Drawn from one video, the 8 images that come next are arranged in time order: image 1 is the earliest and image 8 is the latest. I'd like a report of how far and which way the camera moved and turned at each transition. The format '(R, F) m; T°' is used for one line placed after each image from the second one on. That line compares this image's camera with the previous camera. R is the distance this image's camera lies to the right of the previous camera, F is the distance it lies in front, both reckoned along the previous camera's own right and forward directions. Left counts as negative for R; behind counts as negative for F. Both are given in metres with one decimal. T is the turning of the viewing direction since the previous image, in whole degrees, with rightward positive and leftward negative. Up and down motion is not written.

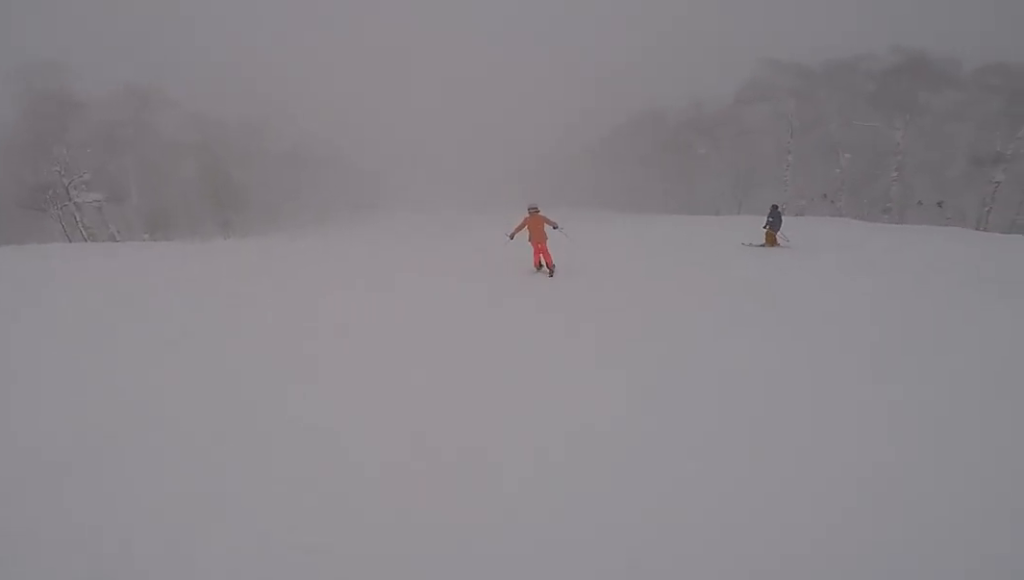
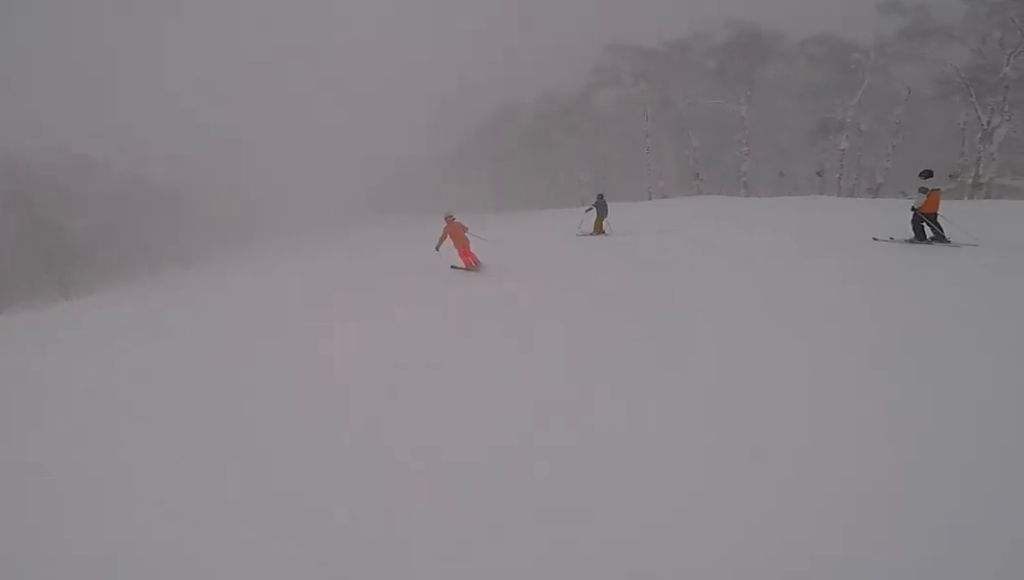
(-0.5, +2.6) m; 0°
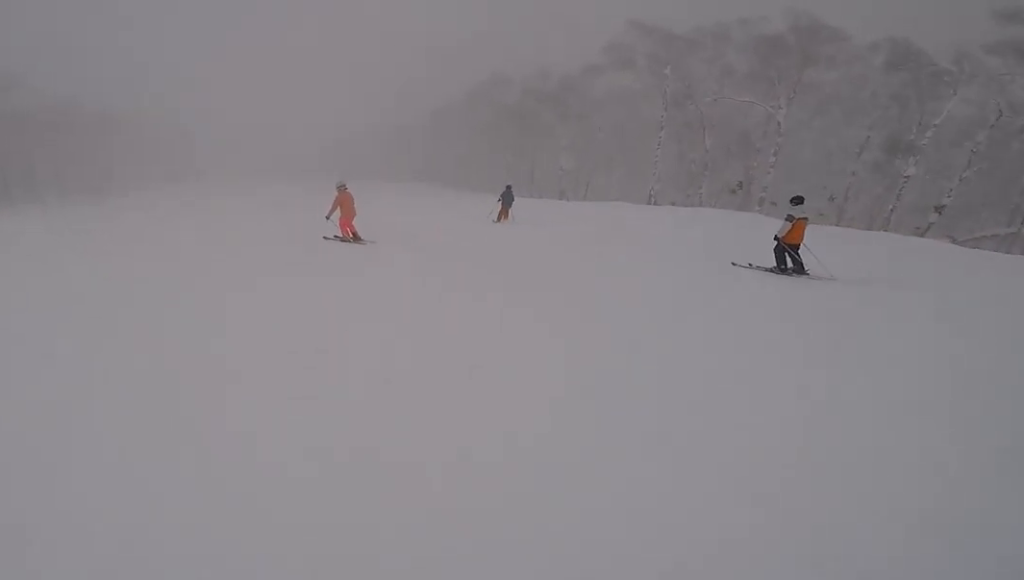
(+1.1, +6.0) m; +3°
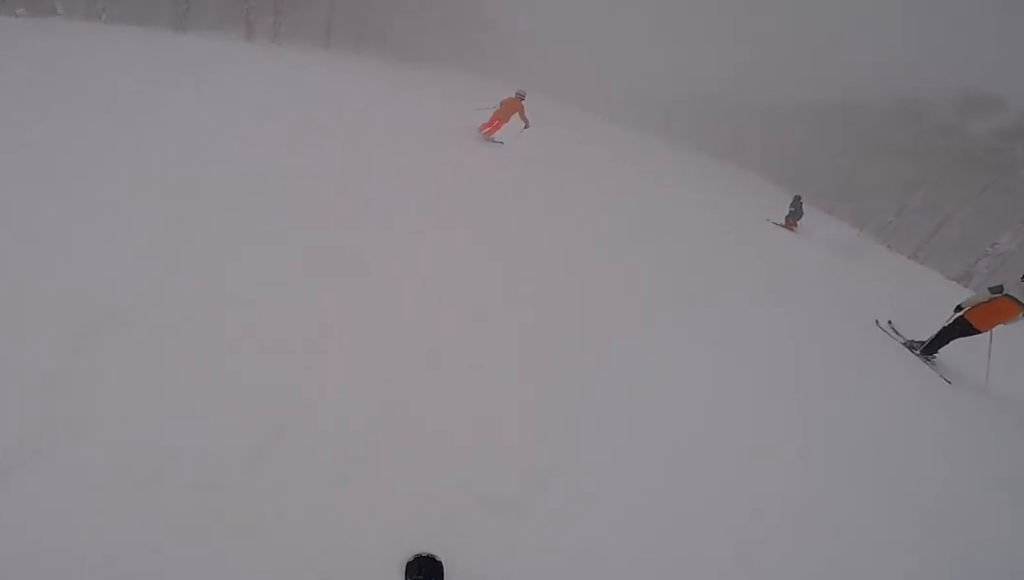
(-0.7, +6.0) m; +1°
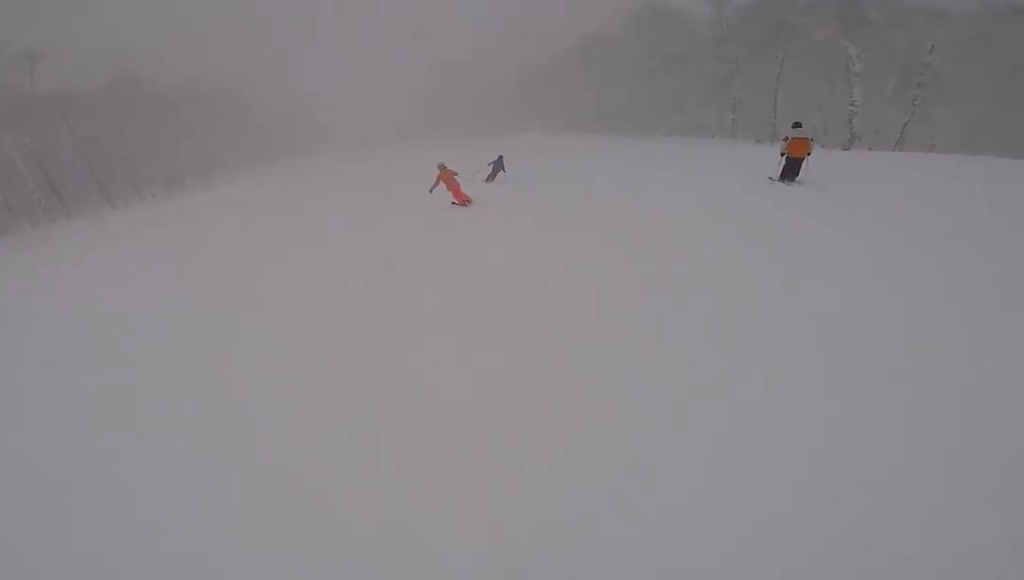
(+1.1, +9.5) m; +5°
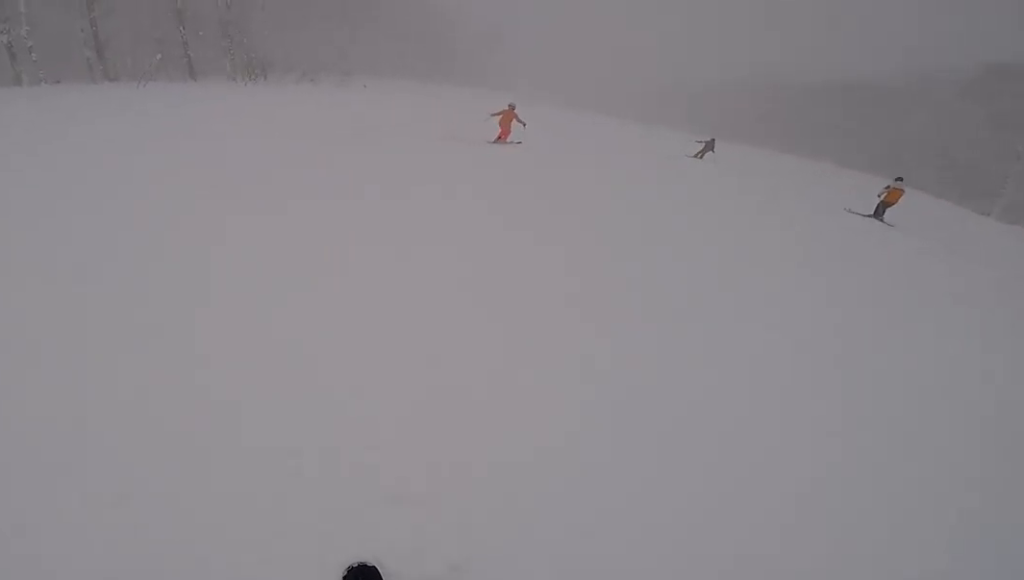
(-4.1, +16.7) m; -21°
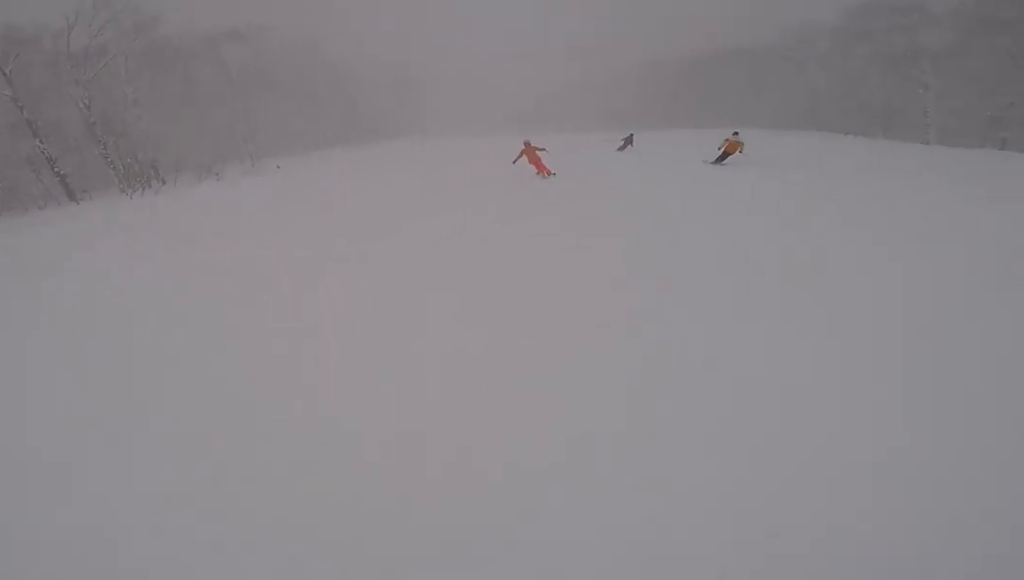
(0.0, +4.8) m; +4°
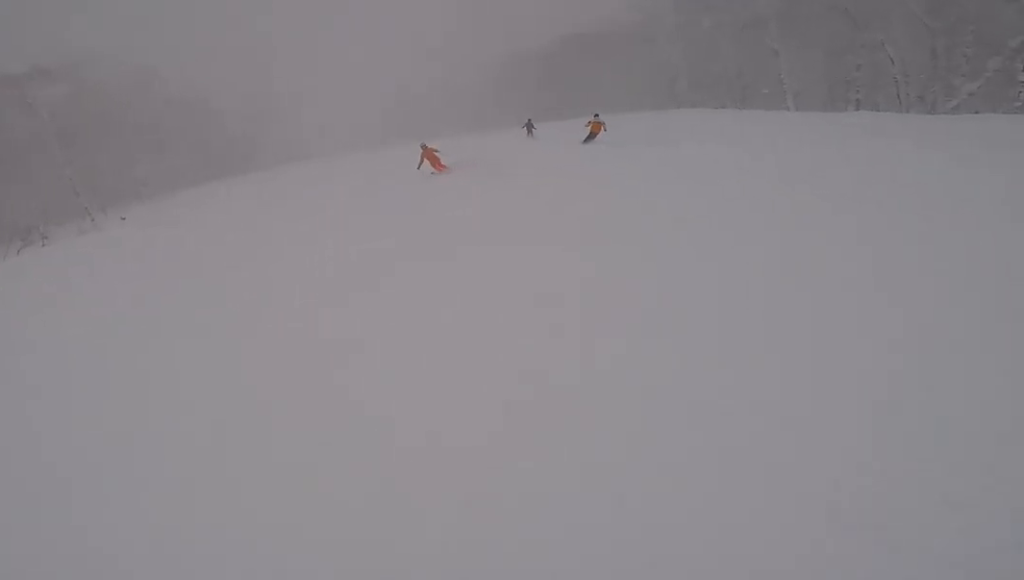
(-0.3, +3.9) m; +6°
